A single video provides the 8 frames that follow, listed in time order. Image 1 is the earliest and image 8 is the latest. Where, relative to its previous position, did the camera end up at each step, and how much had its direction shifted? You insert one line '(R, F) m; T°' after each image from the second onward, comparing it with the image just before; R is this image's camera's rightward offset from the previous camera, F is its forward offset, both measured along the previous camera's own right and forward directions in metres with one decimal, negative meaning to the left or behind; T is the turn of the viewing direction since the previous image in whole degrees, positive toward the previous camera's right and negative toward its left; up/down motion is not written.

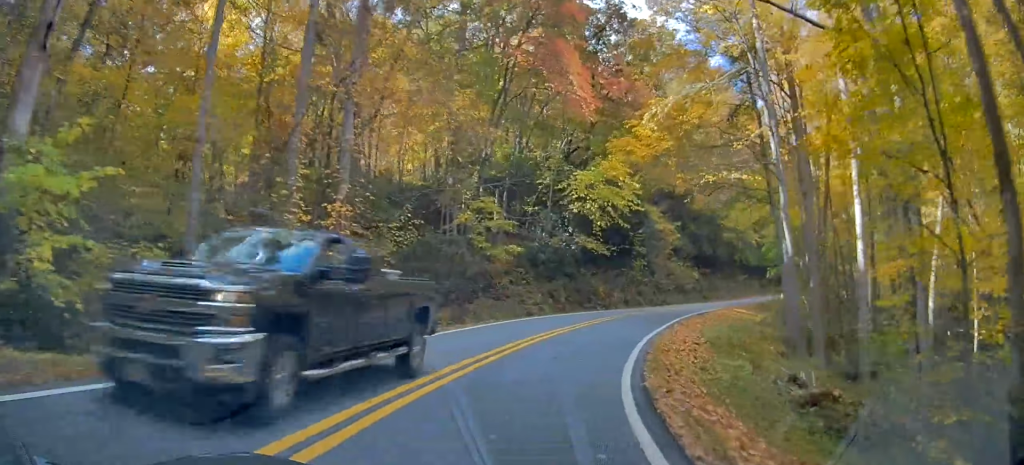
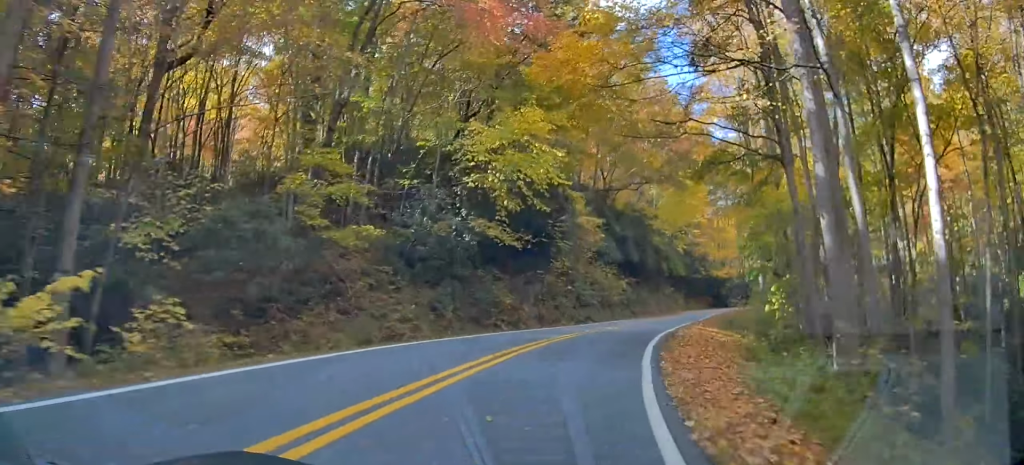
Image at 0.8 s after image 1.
(+0.5, +14.2) m; +7°
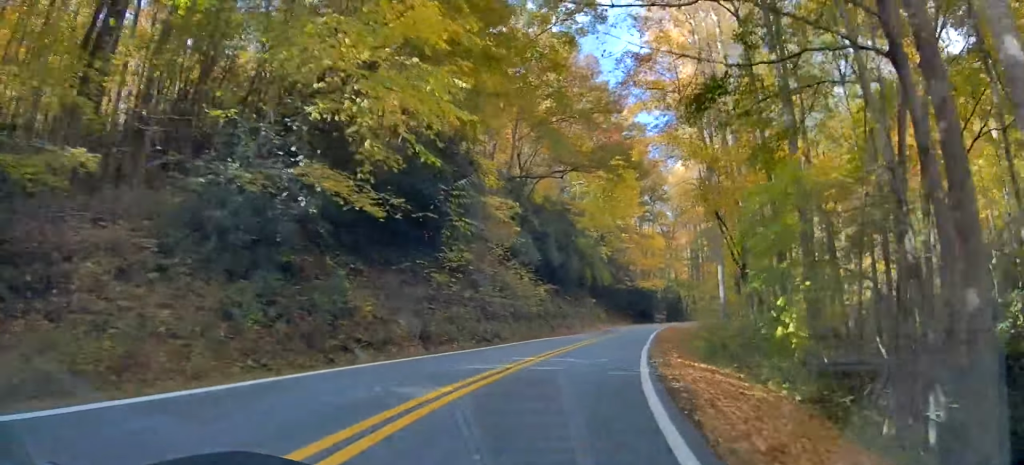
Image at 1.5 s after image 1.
(+0.8, +12.4) m; +9°
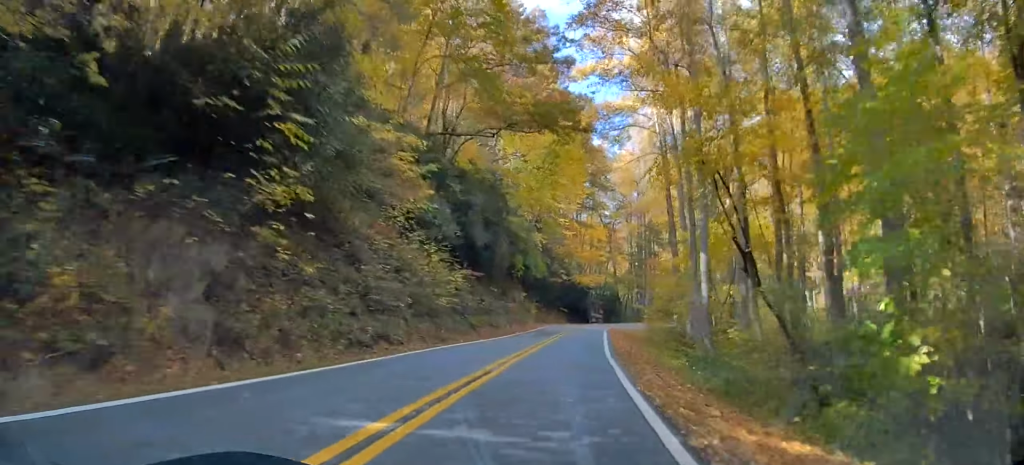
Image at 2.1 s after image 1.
(+1.1, +11.2) m; +5°
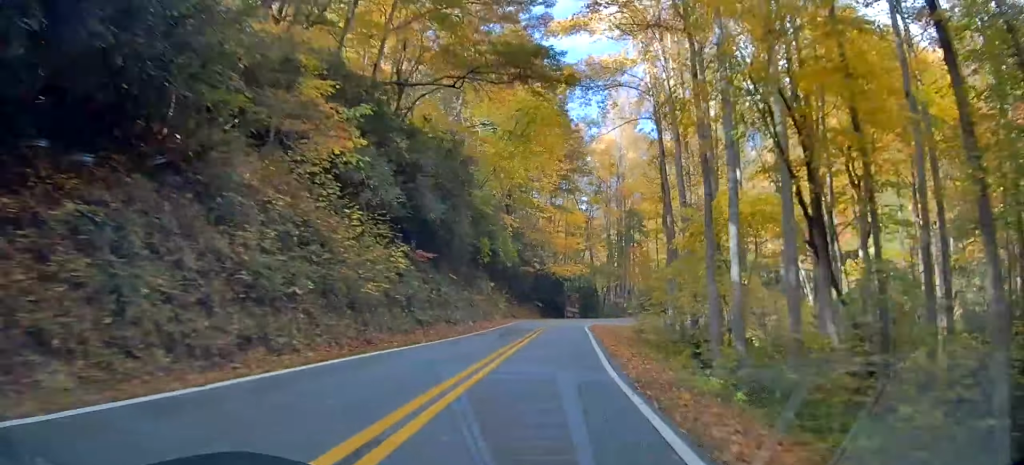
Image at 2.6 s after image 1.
(+0.5, +8.3) m; +3°
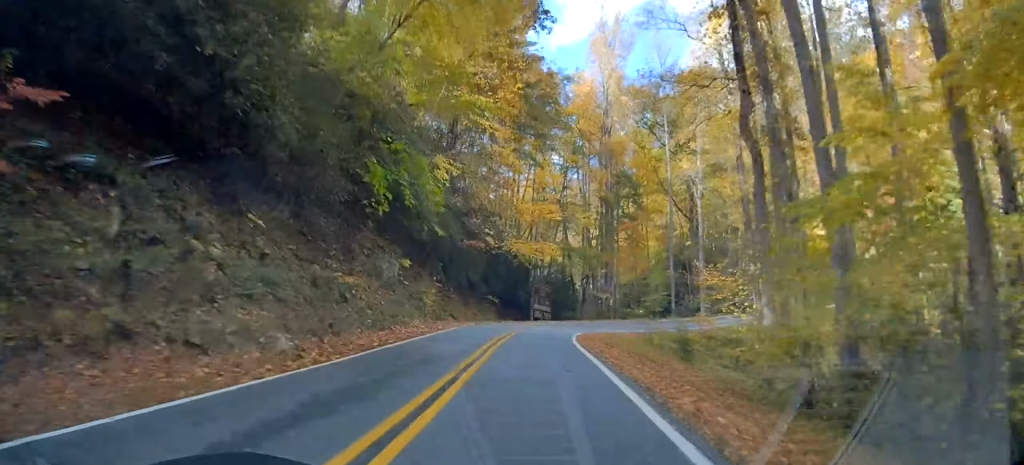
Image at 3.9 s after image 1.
(+0.3, +22.5) m; +3°
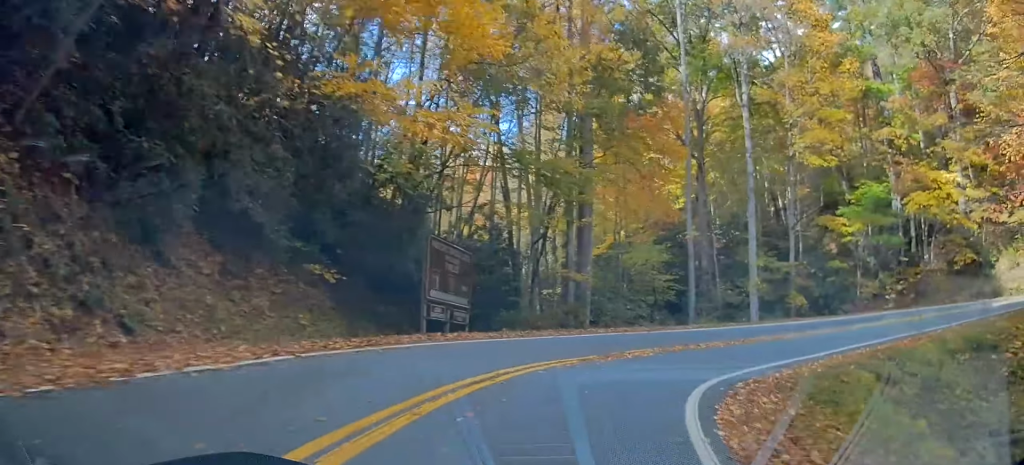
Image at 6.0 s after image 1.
(+2.4, +32.1) m; +12°
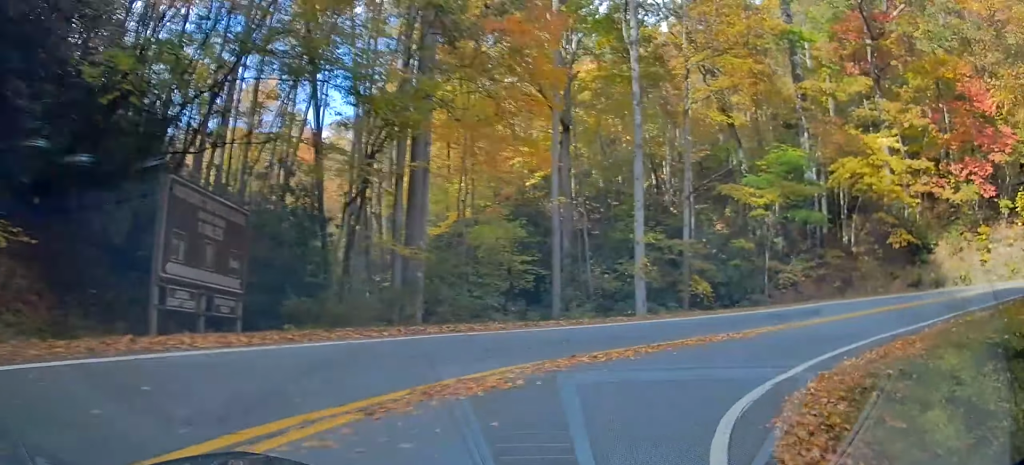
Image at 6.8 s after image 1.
(+0.5, +9.5) m; +6°
